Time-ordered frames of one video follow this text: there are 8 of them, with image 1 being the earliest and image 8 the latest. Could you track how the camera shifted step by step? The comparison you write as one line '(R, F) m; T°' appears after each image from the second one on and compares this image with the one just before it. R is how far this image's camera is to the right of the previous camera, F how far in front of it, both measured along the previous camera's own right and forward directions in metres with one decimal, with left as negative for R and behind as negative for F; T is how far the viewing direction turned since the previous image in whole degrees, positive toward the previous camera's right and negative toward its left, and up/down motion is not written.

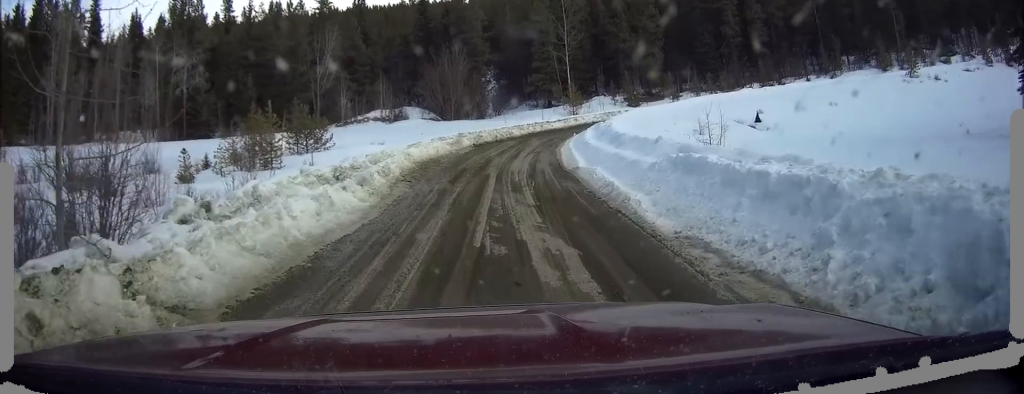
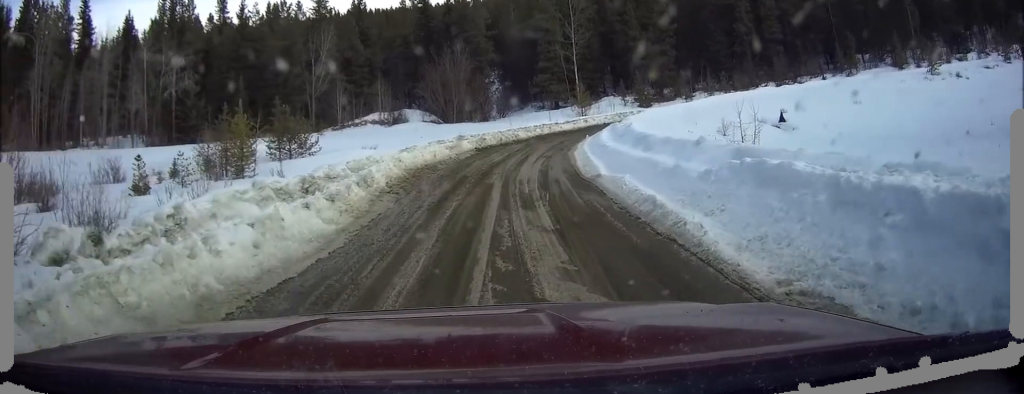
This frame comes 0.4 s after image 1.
(0.0, +3.2) m; 0°
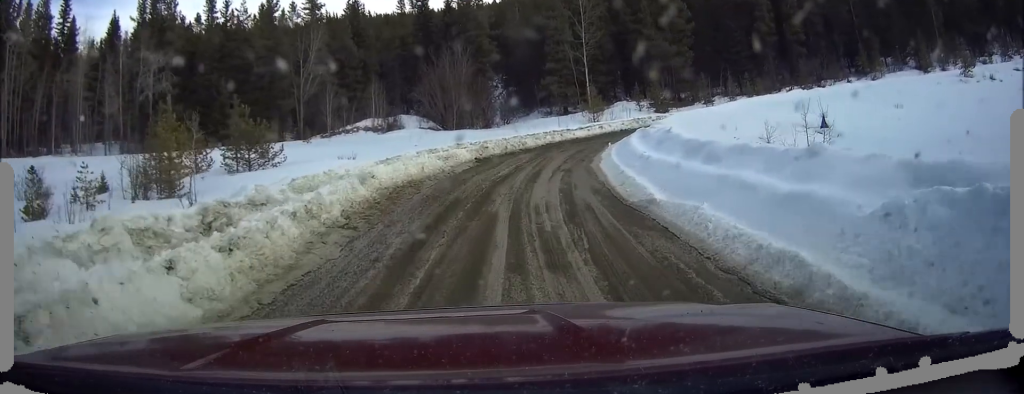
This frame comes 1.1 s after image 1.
(-0.1, +5.0) m; 0°
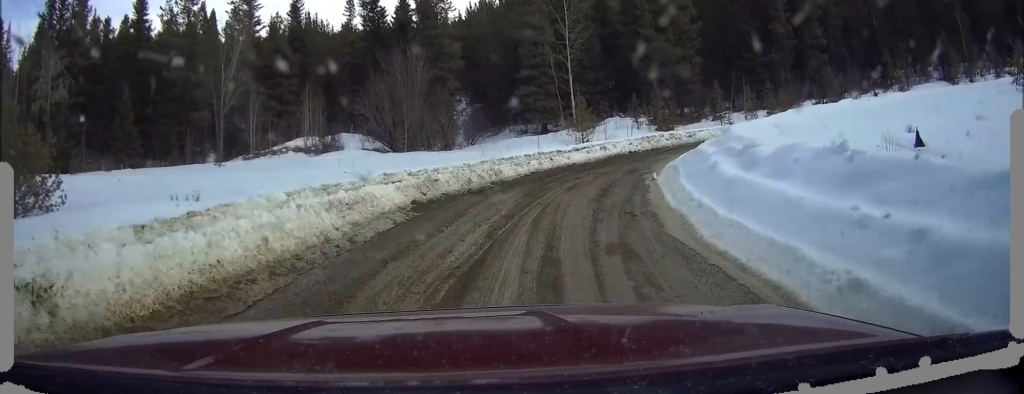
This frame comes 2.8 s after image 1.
(+0.4, +10.7) m; +8°
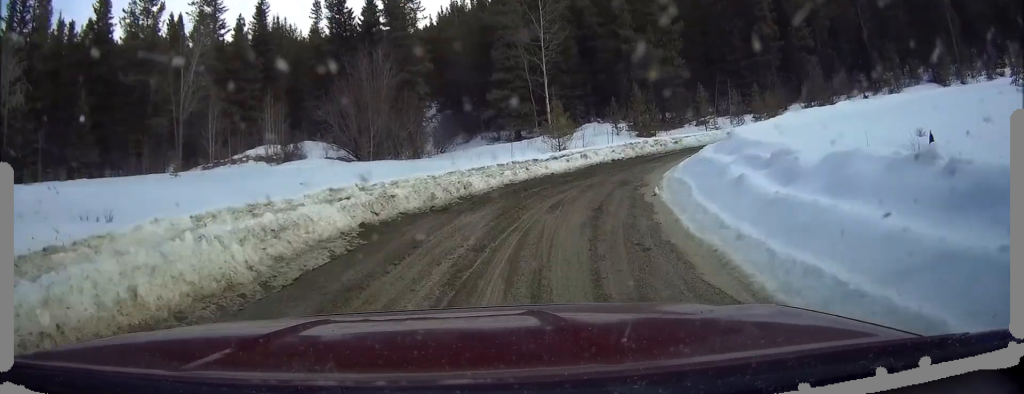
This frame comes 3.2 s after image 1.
(-0.1, +2.6) m; +4°
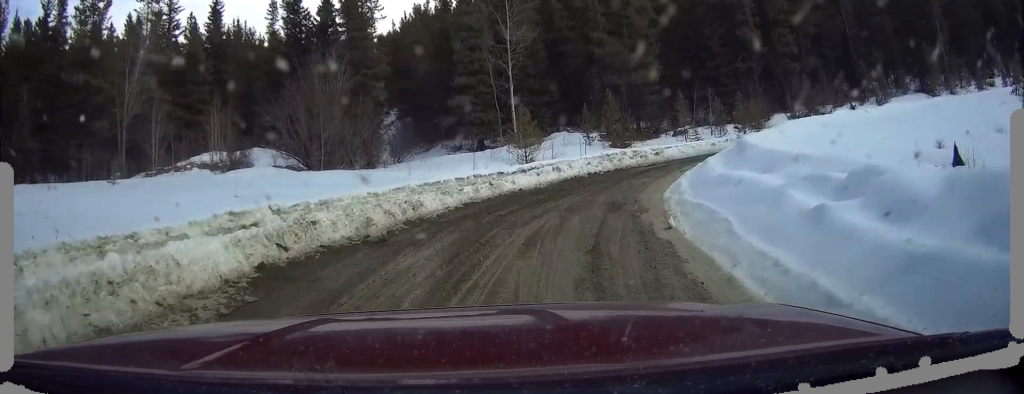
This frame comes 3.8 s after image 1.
(+0.4, +3.2) m; +3°
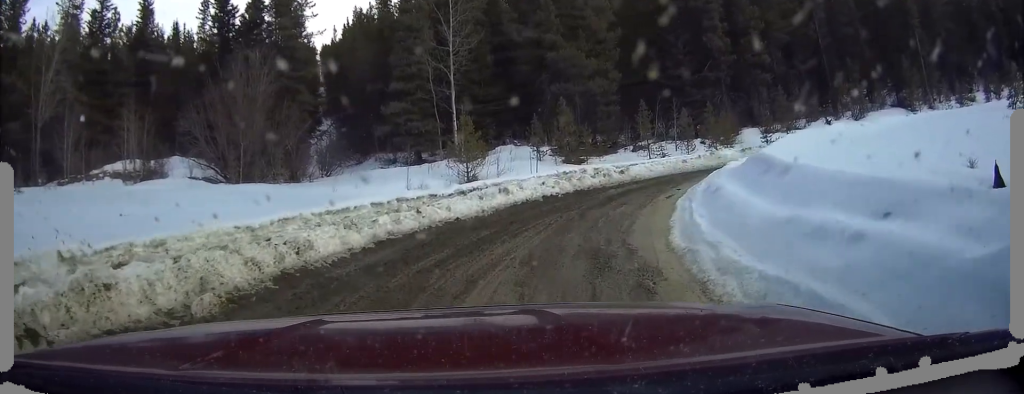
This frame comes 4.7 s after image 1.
(+0.2, +4.4) m; +3°
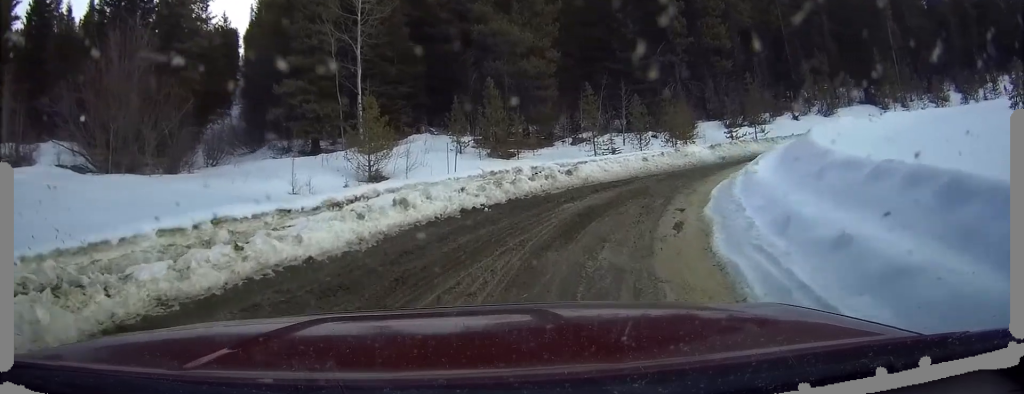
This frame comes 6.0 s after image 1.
(+0.2, +6.6) m; +4°
